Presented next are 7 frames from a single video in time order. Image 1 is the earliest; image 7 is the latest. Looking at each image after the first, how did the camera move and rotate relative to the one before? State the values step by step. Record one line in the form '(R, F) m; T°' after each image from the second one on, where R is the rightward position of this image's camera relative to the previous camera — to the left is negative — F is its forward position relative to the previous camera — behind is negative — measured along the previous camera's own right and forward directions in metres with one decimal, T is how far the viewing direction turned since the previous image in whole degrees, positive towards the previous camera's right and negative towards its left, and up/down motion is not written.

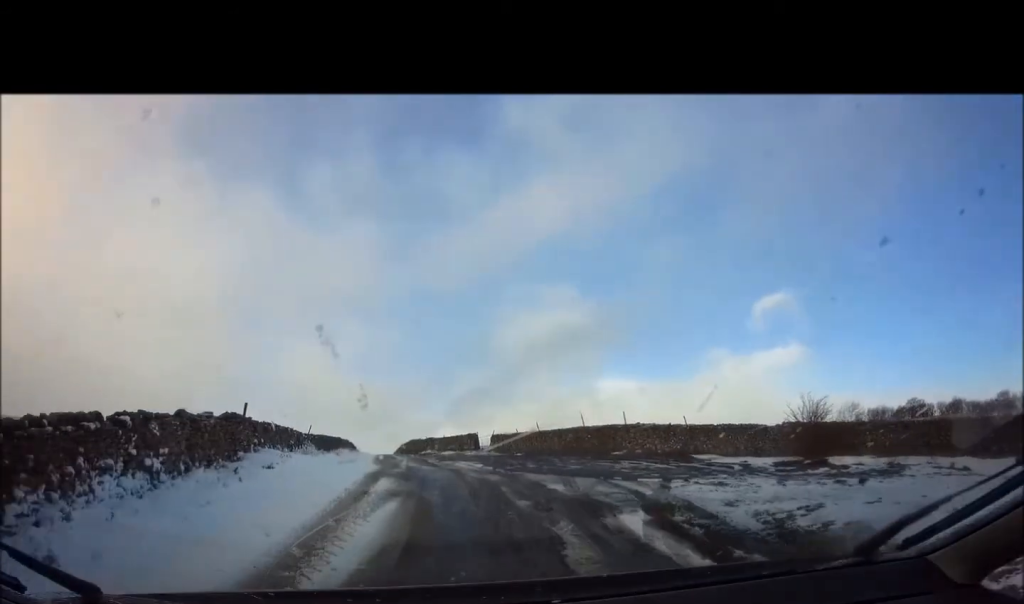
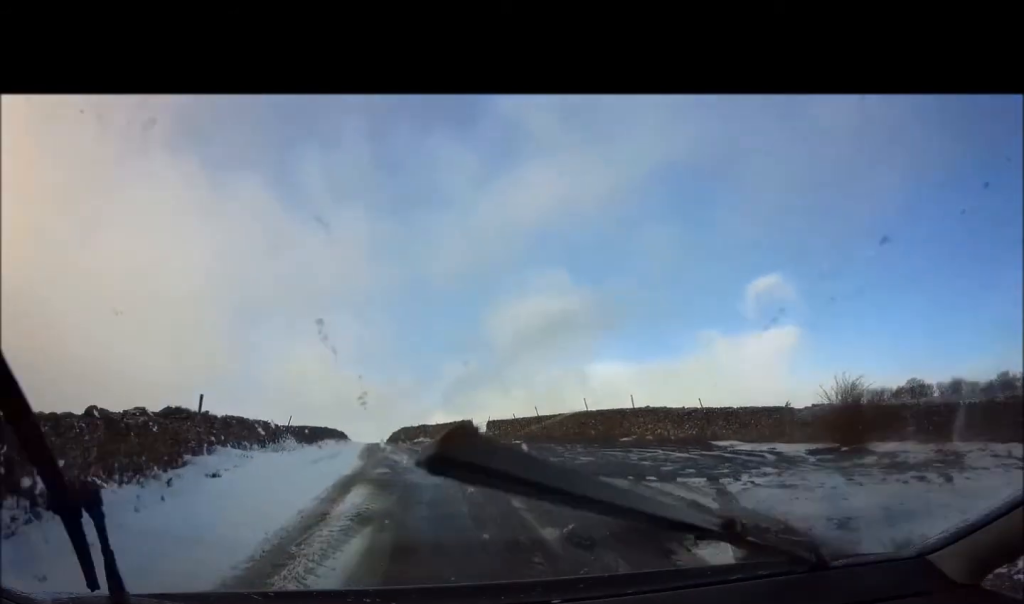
(+0.1, +2.9) m; -1°
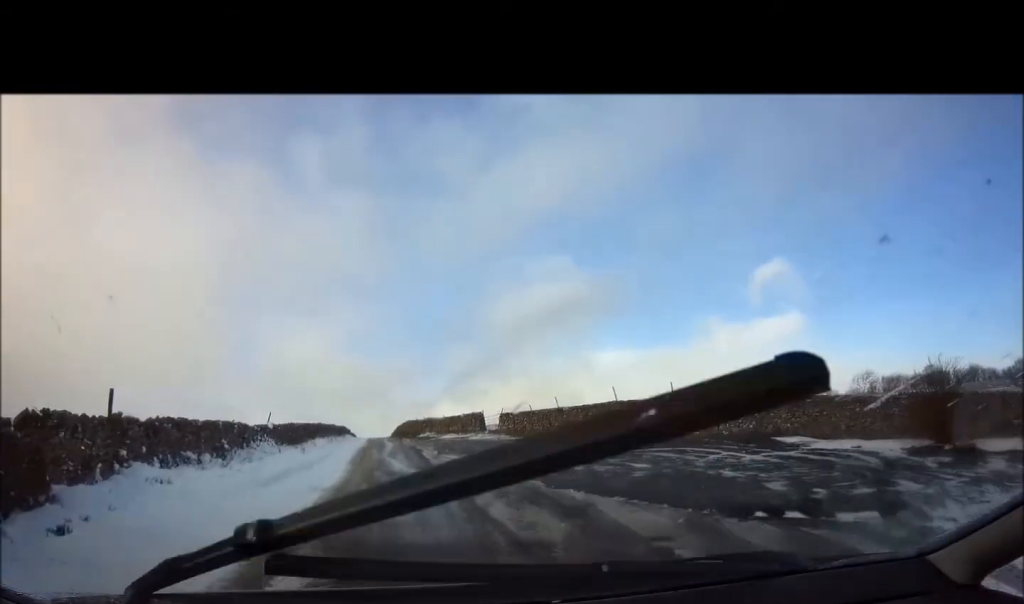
(0.0, +4.6) m; -3°
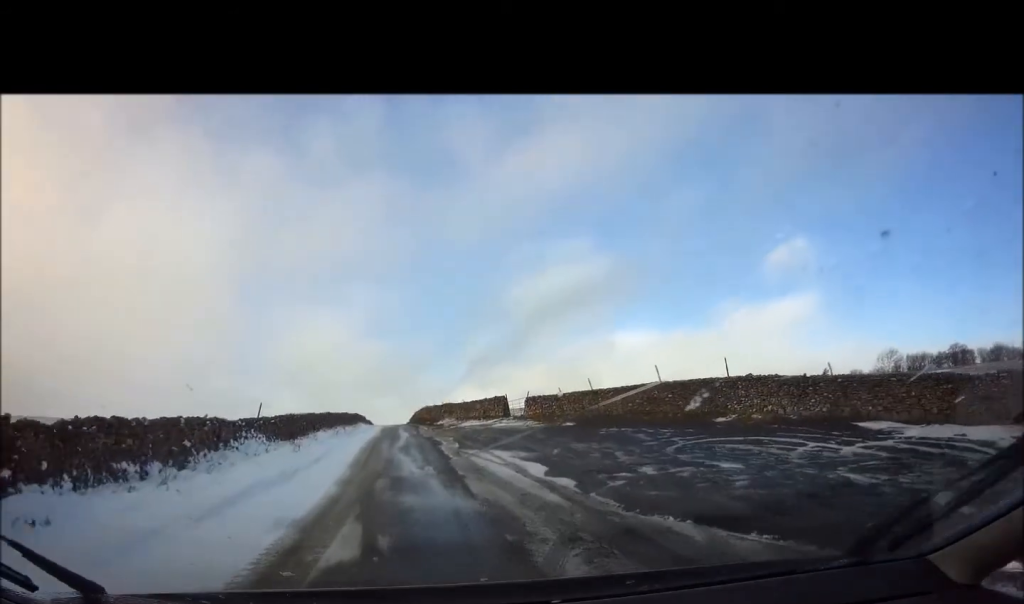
(-0.1, +3.8) m; -5°
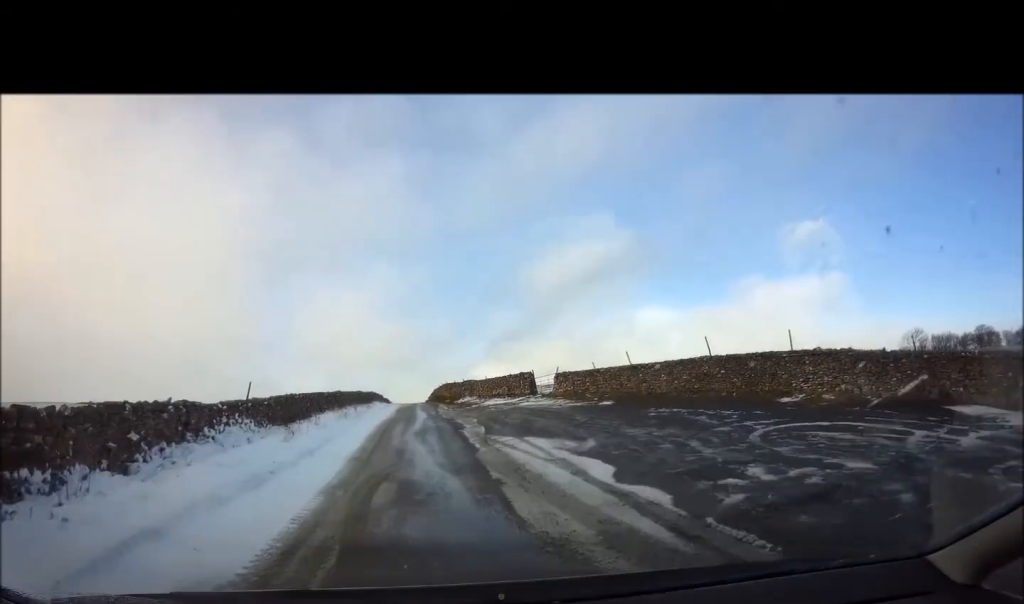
(-0.2, +3.4) m; -1°
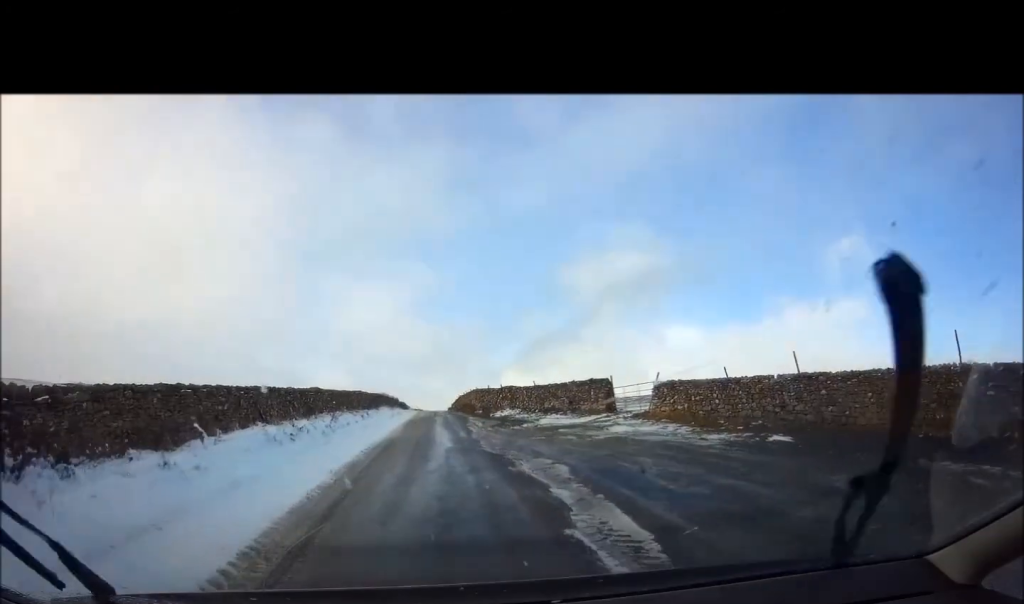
(-0.2, +12.9) m; -2°
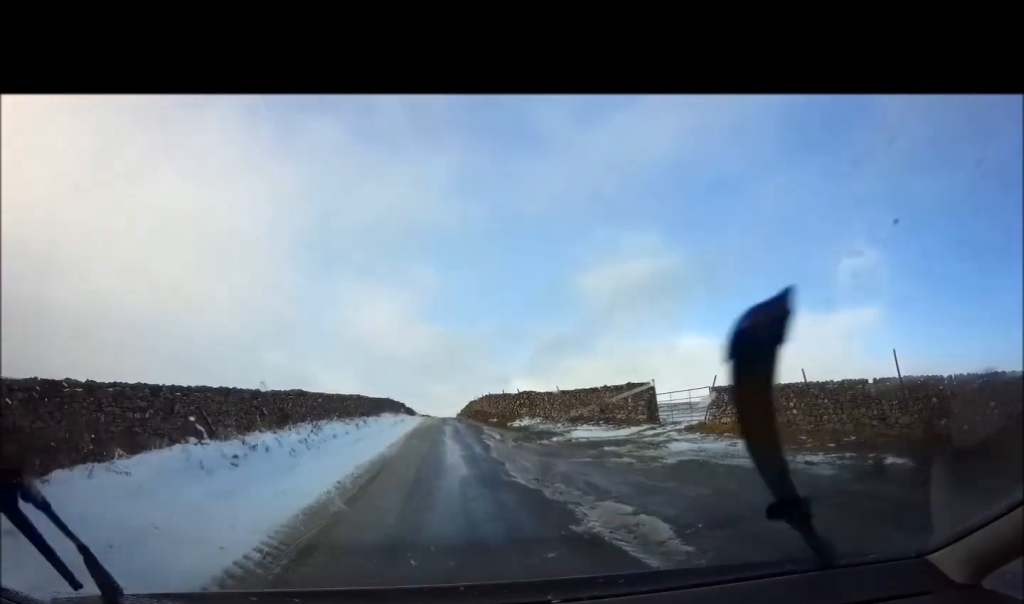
(-0.1, +4.1) m; -1°
